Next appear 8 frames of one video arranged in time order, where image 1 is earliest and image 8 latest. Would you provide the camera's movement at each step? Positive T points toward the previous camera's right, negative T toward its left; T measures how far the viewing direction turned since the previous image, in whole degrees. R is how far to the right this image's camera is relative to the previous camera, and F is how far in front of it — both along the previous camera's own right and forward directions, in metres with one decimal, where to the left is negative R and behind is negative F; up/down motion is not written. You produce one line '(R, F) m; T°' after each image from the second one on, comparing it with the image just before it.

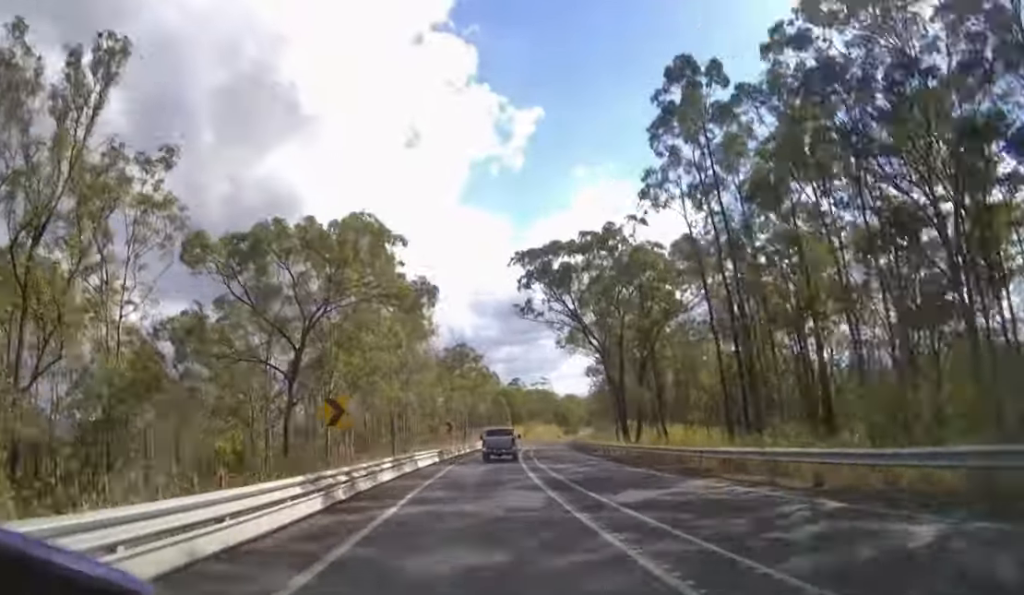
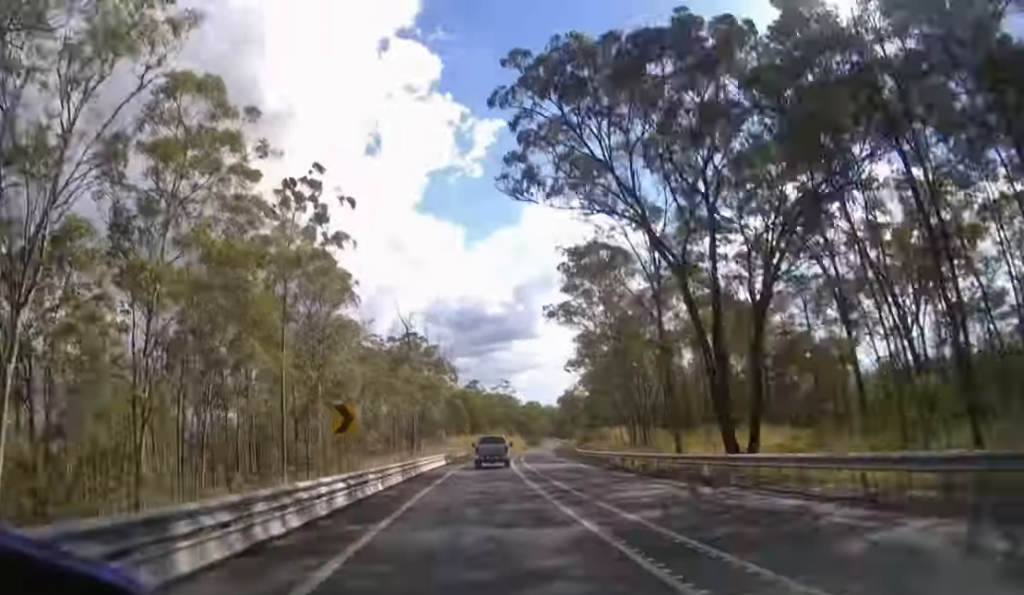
(+1.2, +28.7) m; +6°
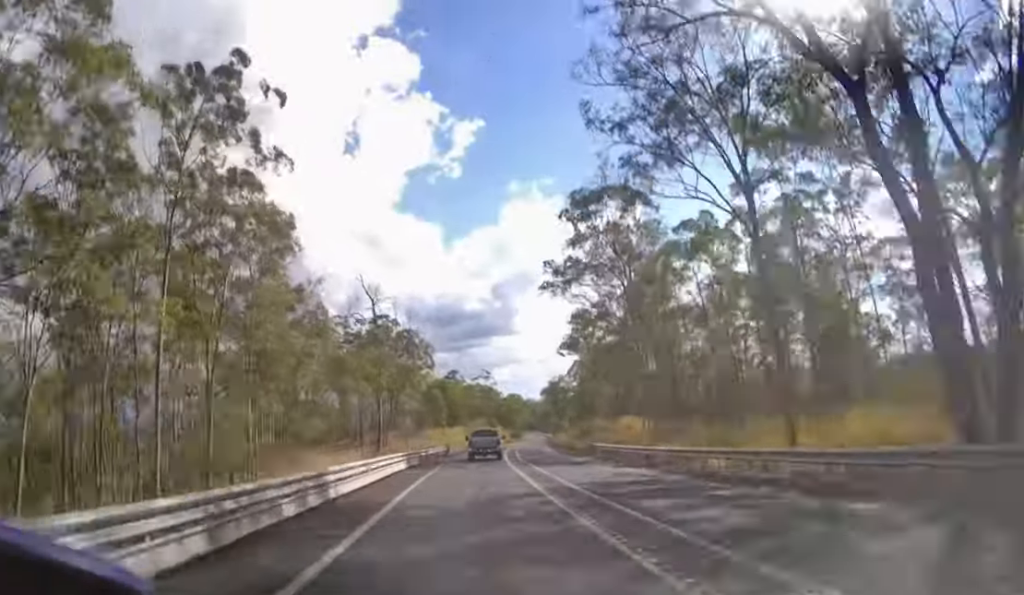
(+0.5, +14.4) m; +3°
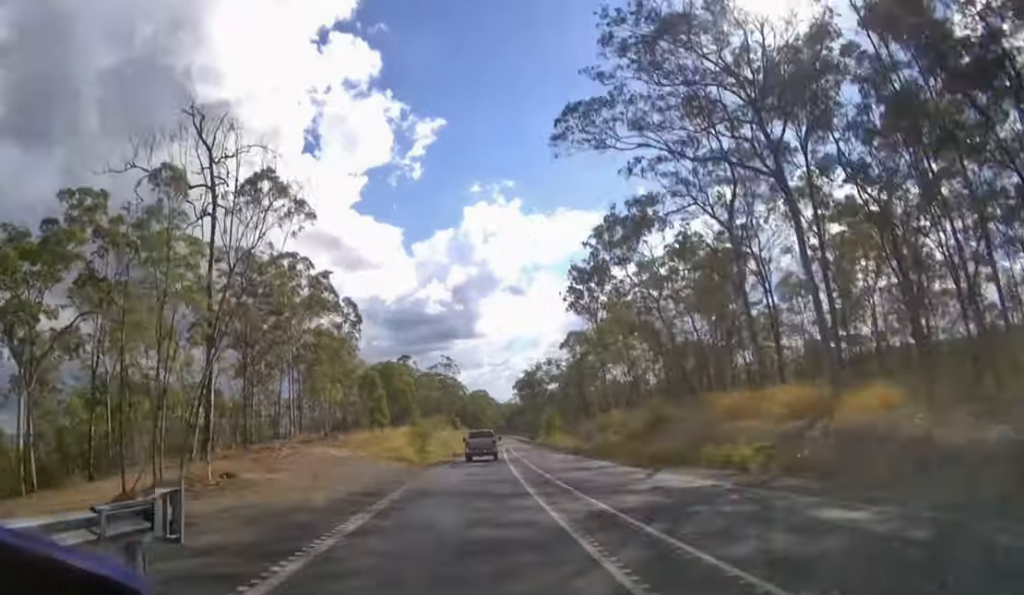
(+1.9, +36.3) m; +5°
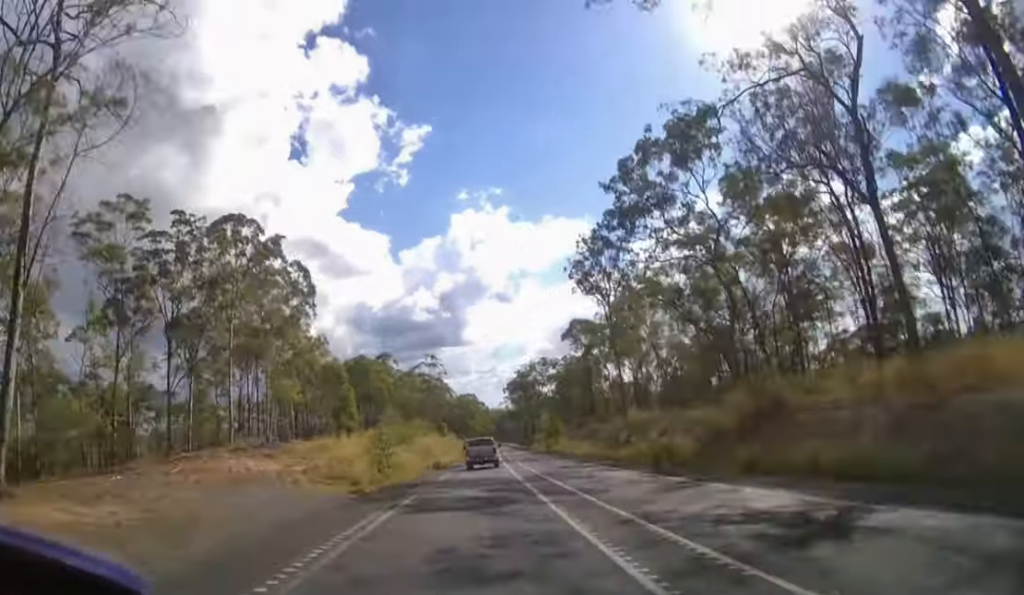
(+0.3, +12.8) m; +1°
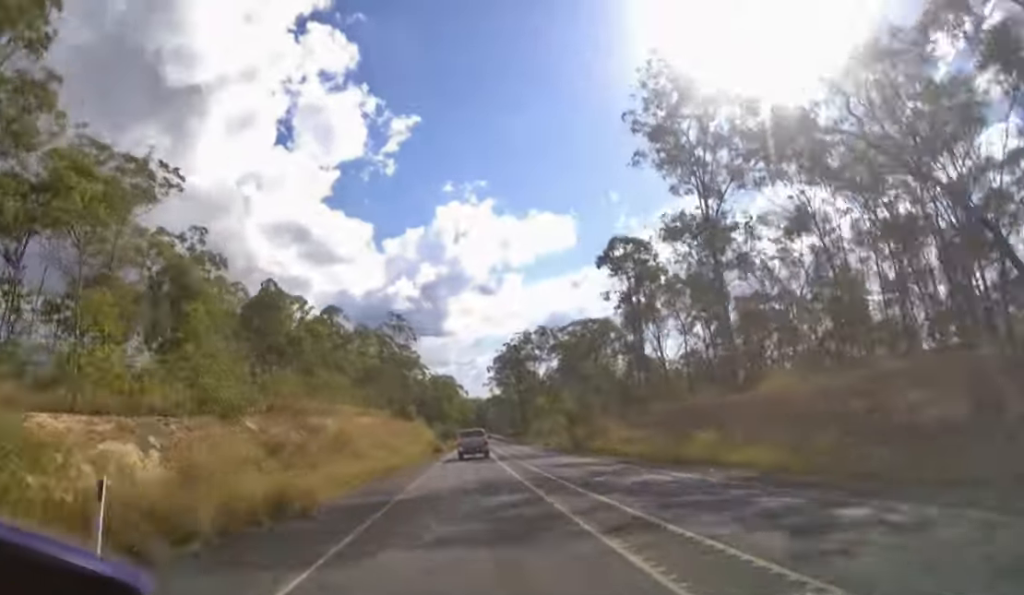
(+0.6, +27.5) m; +2°
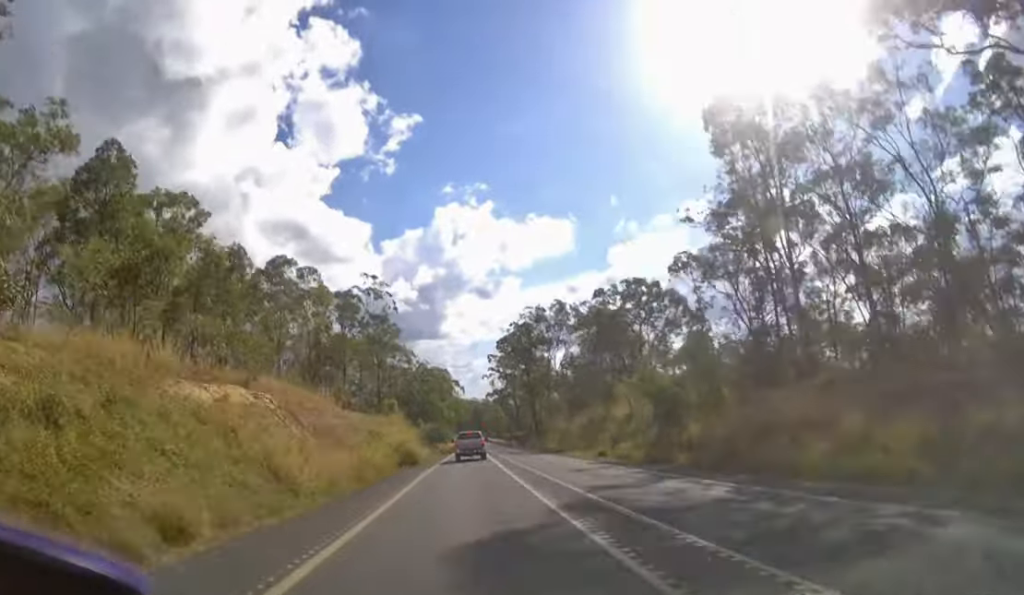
(+0.2, +19.8) m; +1°
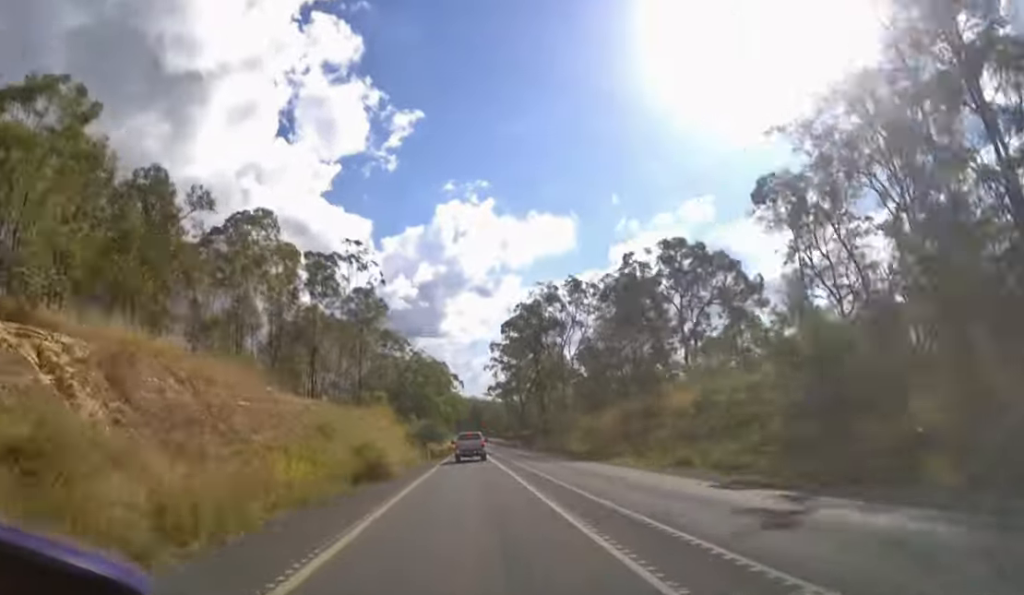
(0.0, +10.0) m; 0°
